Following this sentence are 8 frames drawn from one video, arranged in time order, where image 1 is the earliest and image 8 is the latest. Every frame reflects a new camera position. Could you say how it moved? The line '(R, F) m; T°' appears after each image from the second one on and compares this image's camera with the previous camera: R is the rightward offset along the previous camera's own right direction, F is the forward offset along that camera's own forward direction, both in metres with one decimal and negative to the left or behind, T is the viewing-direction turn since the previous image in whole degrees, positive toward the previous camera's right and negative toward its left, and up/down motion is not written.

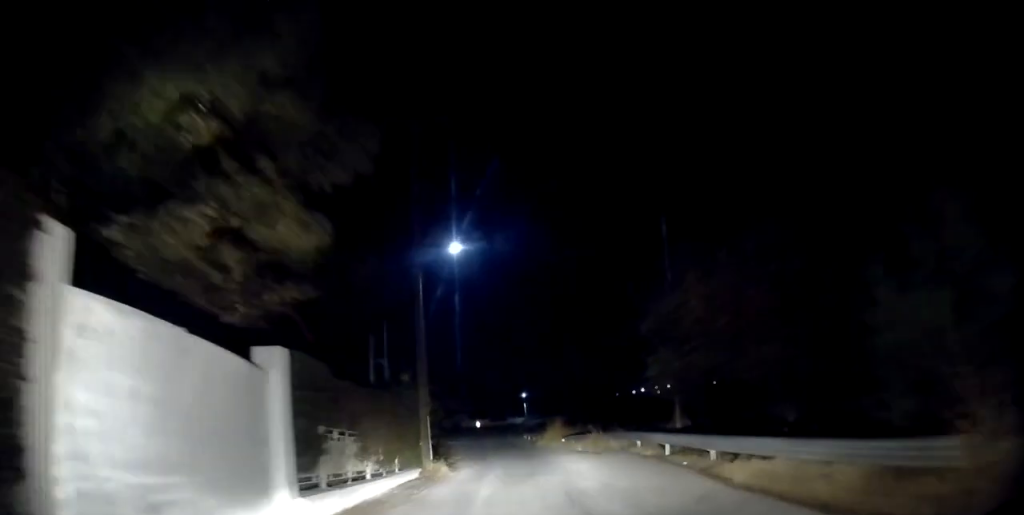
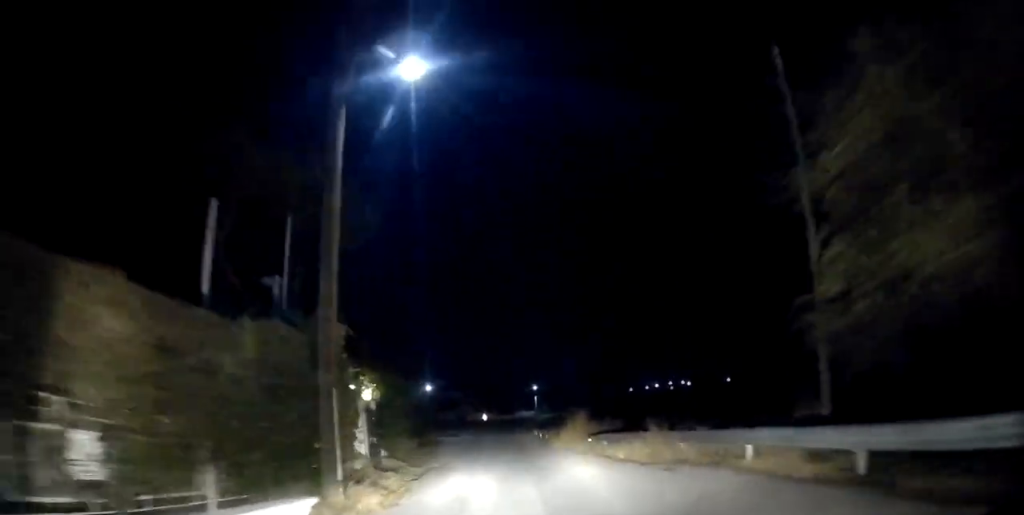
(-0.1, +9.4) m; +1°
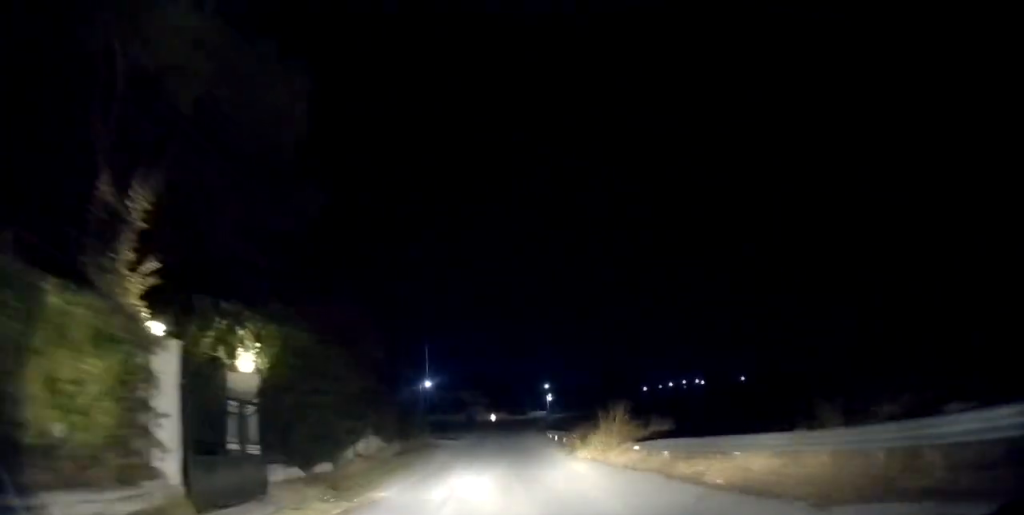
(+0.1, +8.2) m; +2°
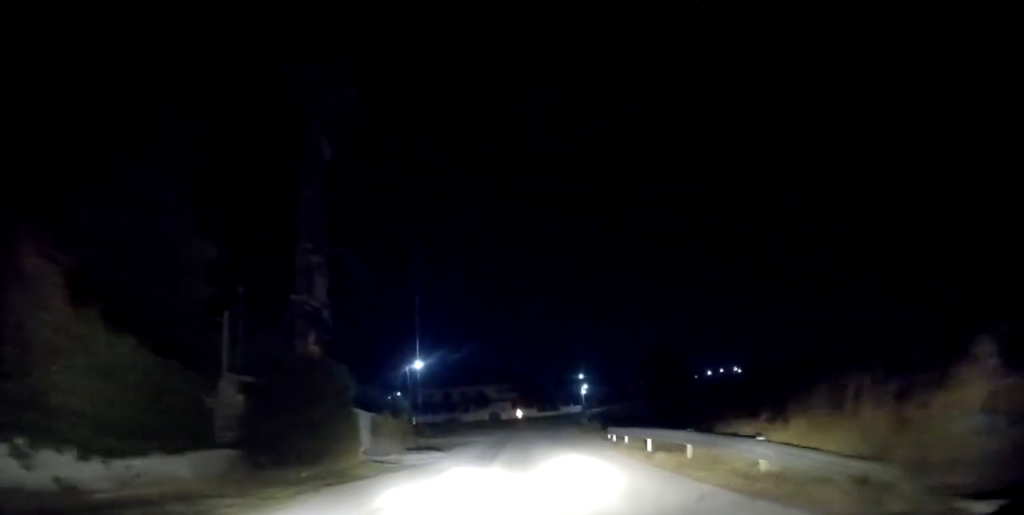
(+0.2, +21.2) m; -2°
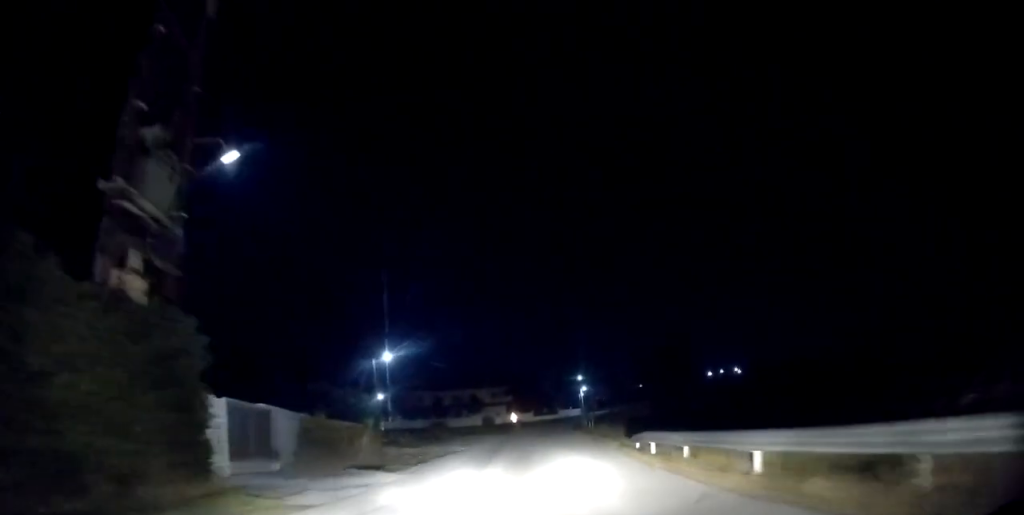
(-0.3, +8.3) m; -2°
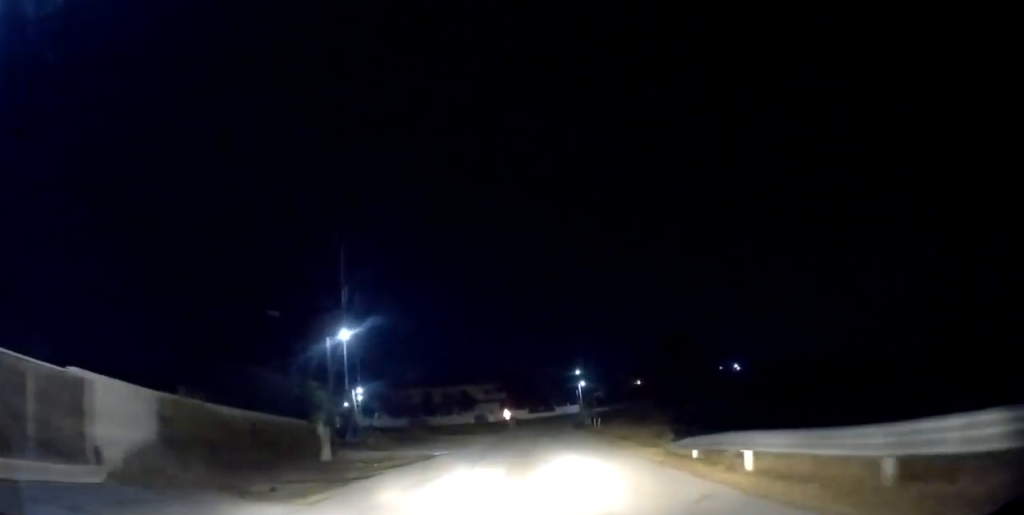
(-0.1, +7.6) m; +1°
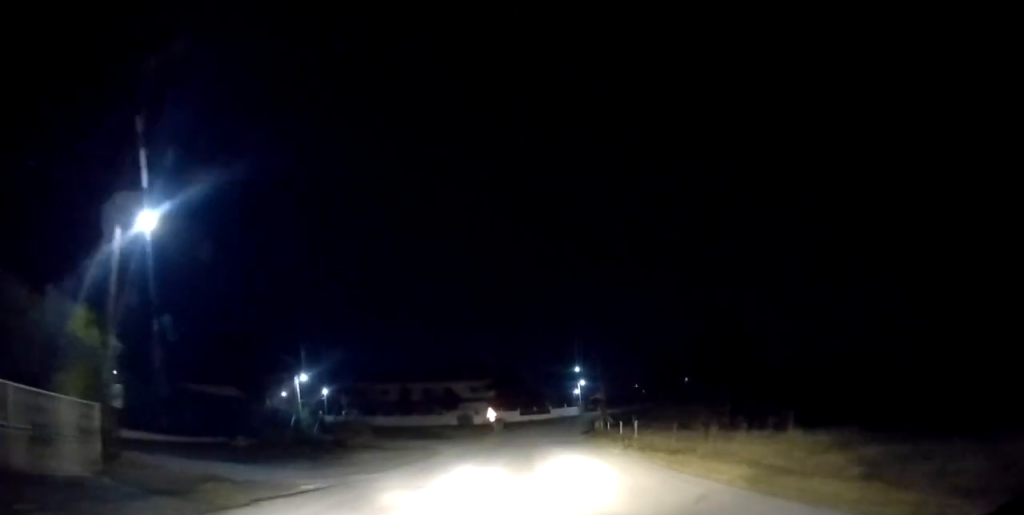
(+0.5, +15.9) m; +1°
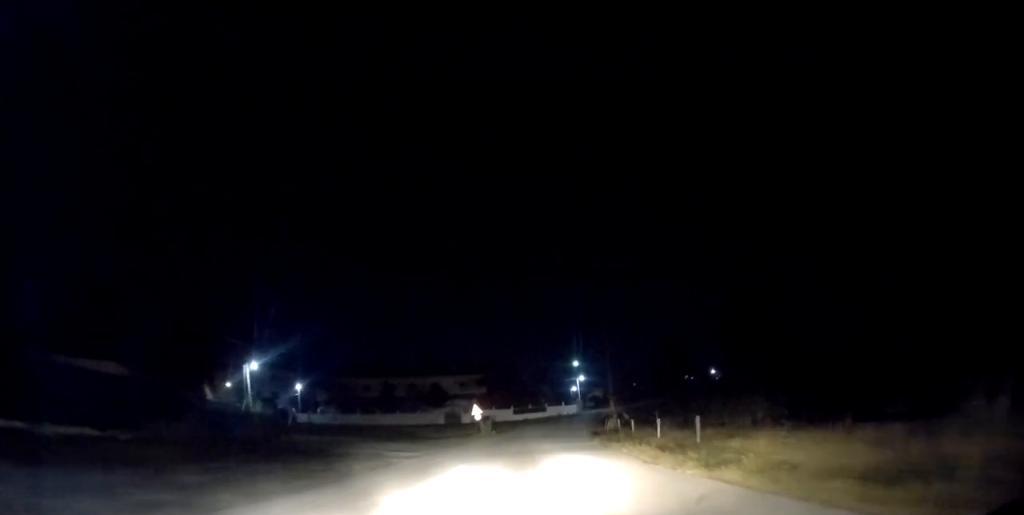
(-0.3, +9.5) m; 0°
